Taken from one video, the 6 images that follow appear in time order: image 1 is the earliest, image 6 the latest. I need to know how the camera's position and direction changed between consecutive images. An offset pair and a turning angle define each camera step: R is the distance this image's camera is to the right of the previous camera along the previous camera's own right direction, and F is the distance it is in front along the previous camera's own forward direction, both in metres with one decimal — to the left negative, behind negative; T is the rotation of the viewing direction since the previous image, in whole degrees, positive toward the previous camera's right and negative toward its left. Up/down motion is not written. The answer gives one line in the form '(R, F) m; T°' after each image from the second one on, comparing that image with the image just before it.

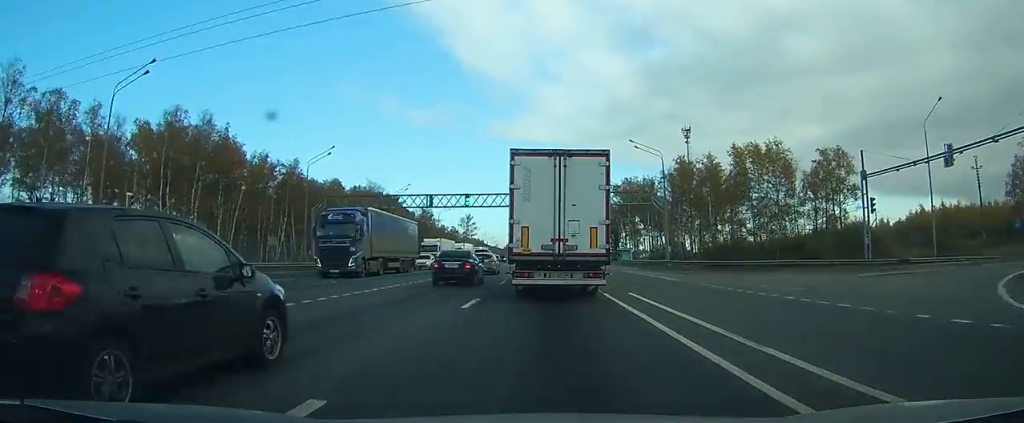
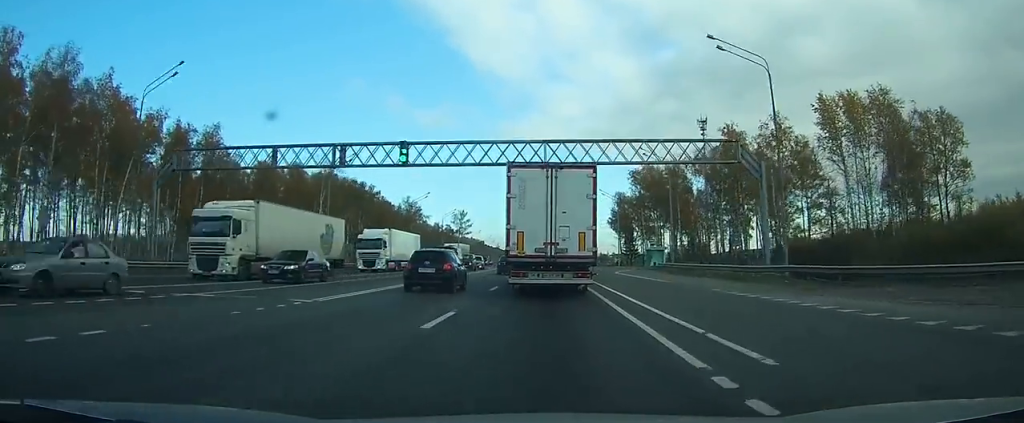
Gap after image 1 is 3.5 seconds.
(0.0, +28.3) m; 0°
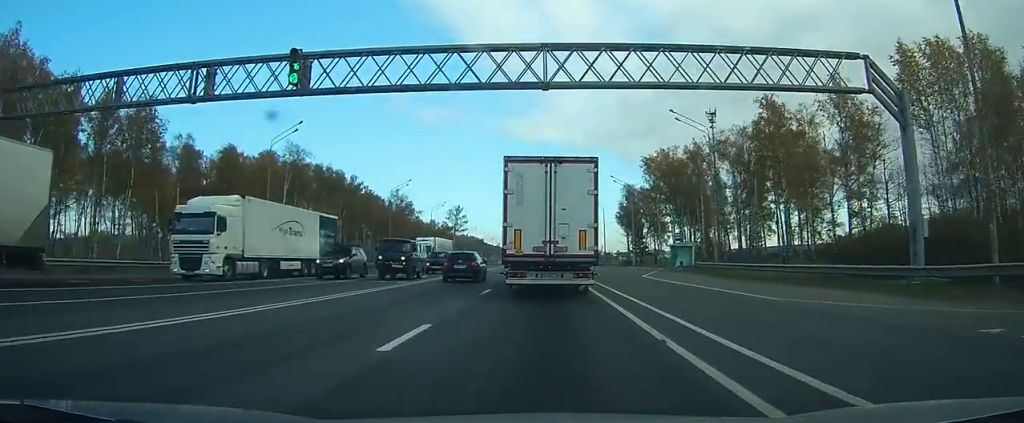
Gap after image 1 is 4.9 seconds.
(+0.1, +14.4) m; 0°
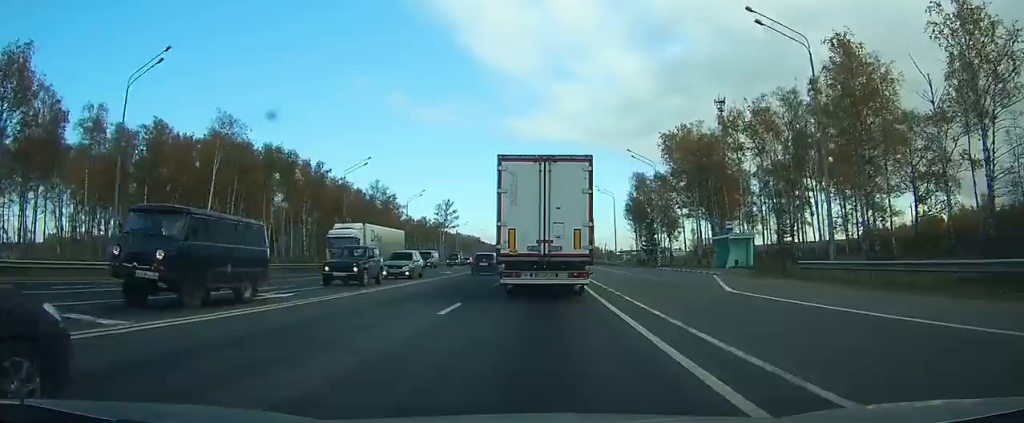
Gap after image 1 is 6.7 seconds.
(0.0, +20.4) m; -1°
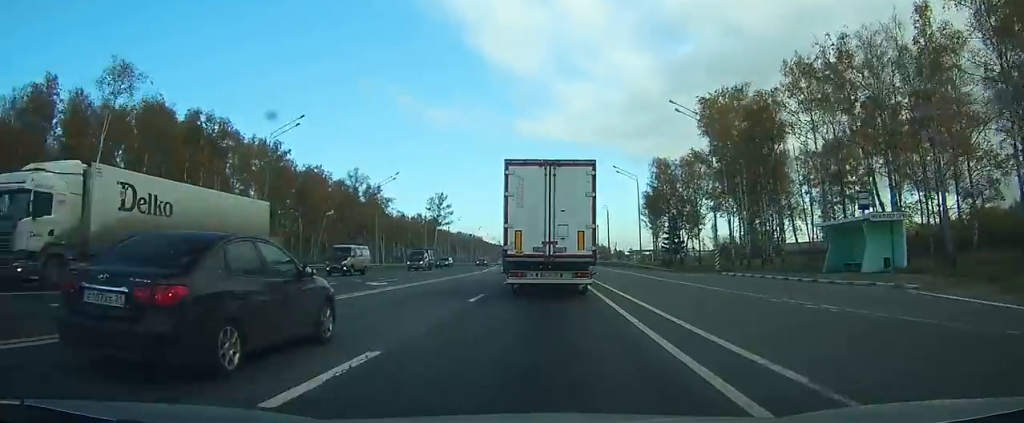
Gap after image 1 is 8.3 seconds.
(-0.2, +21.4) m; 0°
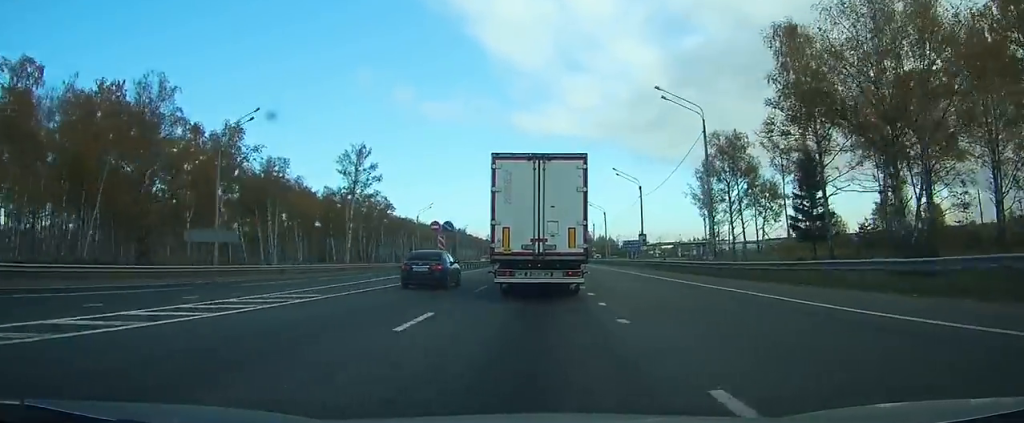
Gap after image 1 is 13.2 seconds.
(0.0, +67.3) m; +1°
